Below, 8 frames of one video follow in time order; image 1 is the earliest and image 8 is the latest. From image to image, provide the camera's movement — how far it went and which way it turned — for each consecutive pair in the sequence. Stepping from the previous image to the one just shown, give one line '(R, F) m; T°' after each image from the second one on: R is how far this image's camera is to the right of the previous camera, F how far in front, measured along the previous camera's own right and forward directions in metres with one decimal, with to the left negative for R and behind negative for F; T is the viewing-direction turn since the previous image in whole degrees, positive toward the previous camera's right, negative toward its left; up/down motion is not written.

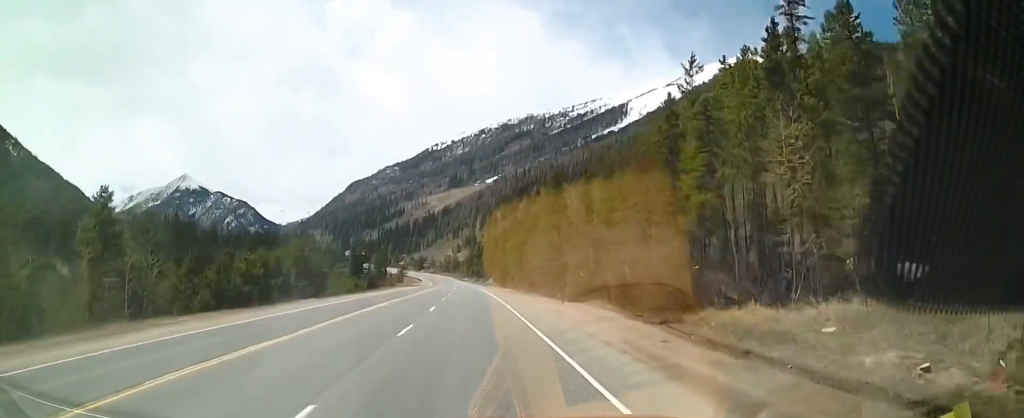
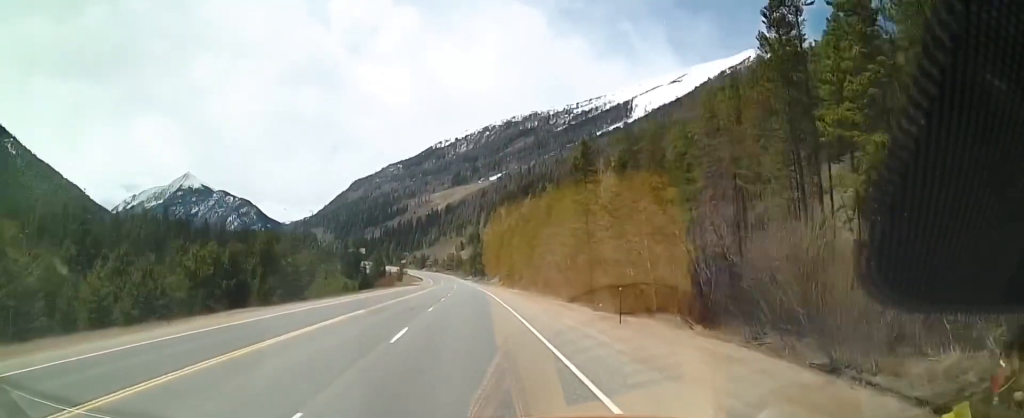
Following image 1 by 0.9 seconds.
(-0.4, +14.2) m; -1°
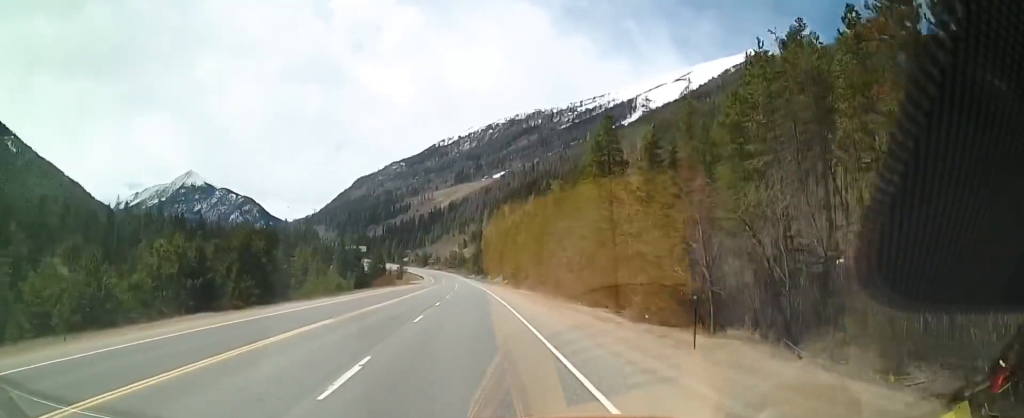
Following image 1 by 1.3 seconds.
(0.0, +7.6) m; 0°
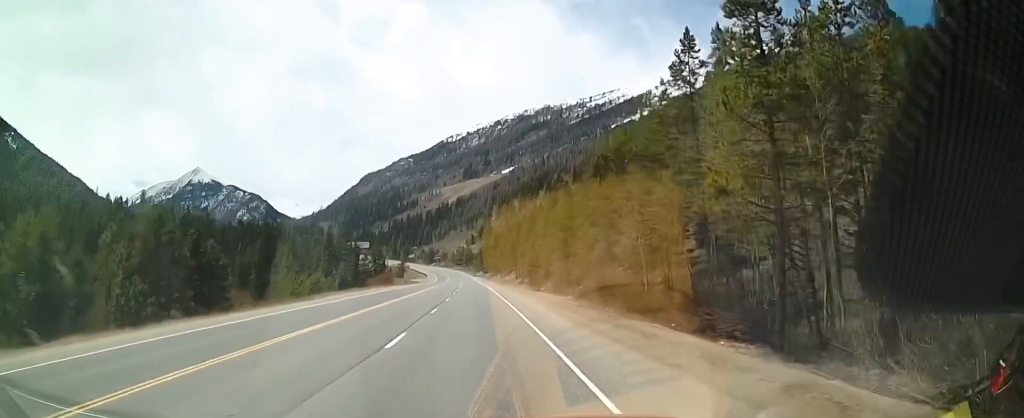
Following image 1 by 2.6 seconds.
(0.0, +21.2) m; 0°
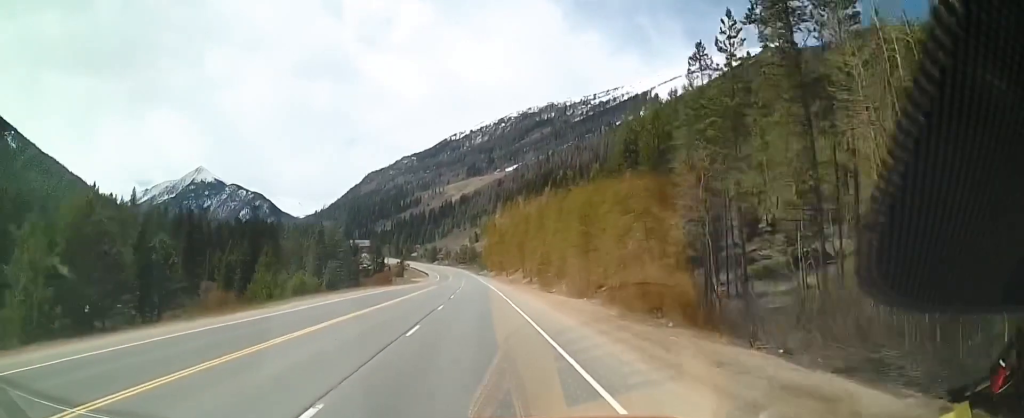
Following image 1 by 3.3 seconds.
(0.0, +10.3) m; -2°
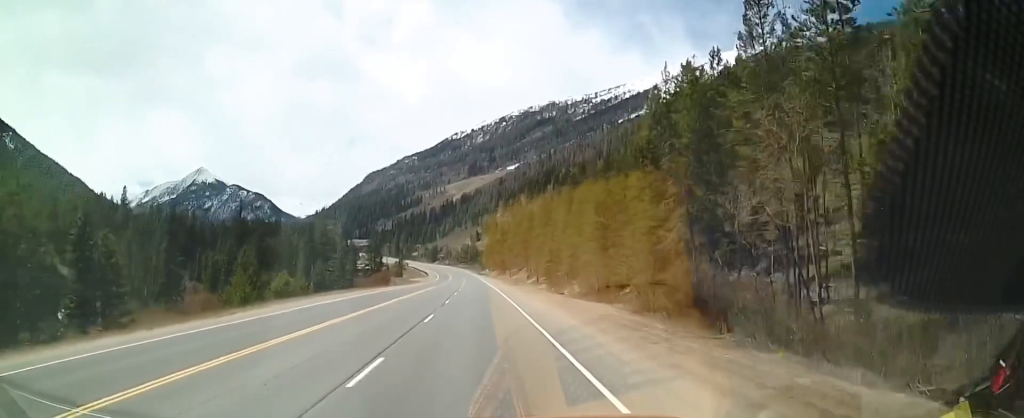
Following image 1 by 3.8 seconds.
(+0.2, +8.1) m; -2°
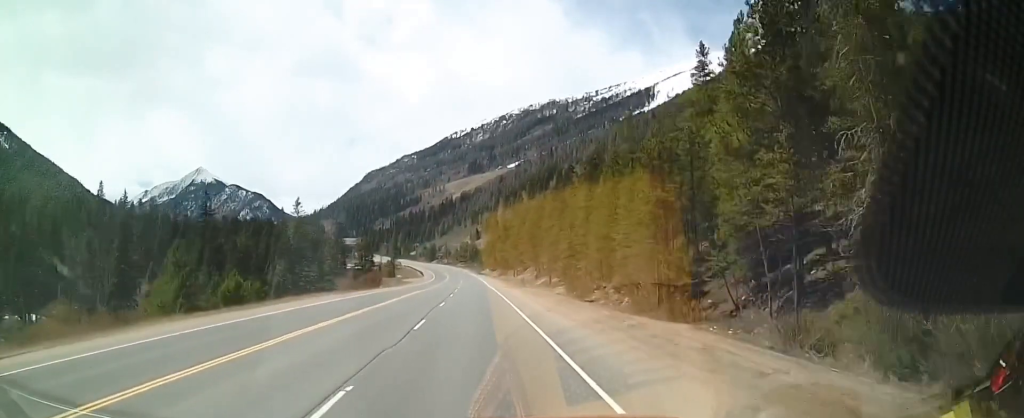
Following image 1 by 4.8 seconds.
(-1.0, +16.4) m; 0°
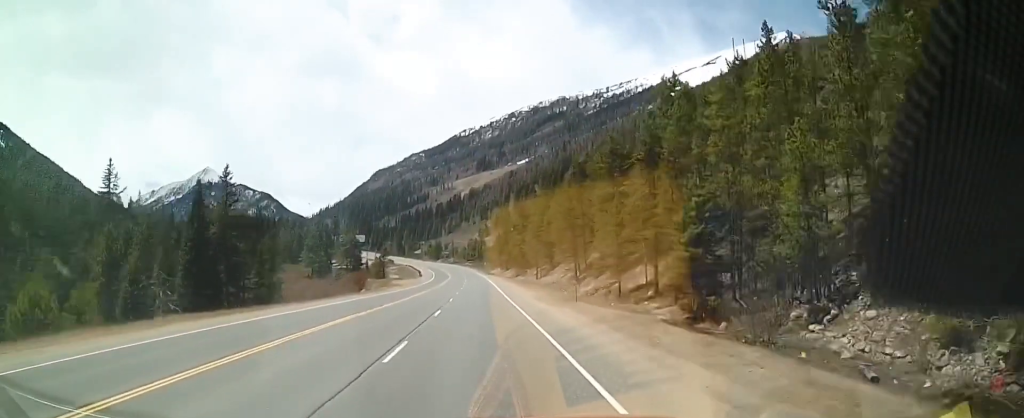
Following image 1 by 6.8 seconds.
(+0.9, +33.3) m; -2°
